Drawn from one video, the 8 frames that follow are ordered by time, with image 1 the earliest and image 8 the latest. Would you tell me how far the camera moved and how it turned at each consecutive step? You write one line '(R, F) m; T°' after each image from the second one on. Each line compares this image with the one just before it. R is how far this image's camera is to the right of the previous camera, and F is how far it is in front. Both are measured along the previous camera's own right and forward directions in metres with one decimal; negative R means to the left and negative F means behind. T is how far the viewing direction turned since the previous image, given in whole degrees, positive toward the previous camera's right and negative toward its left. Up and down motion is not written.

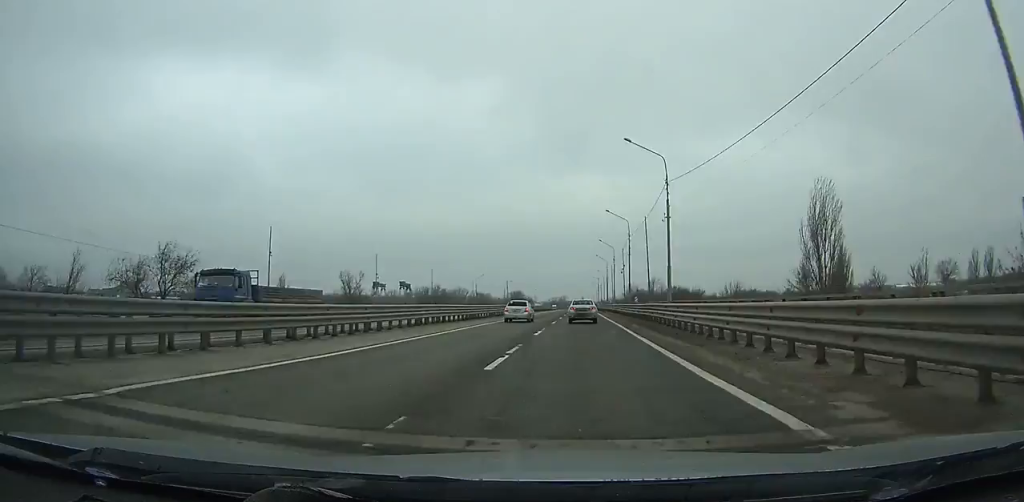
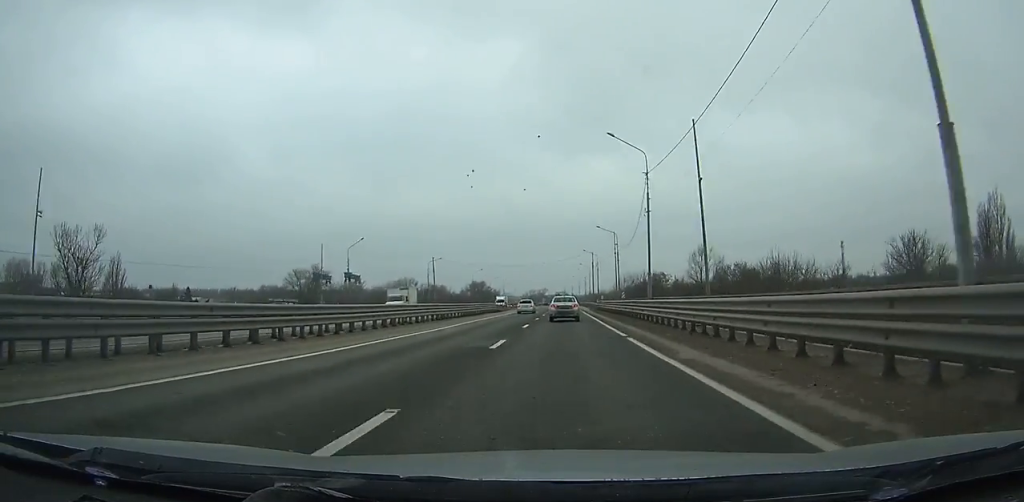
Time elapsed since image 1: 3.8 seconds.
(+1.0, +82.6) m; +1°
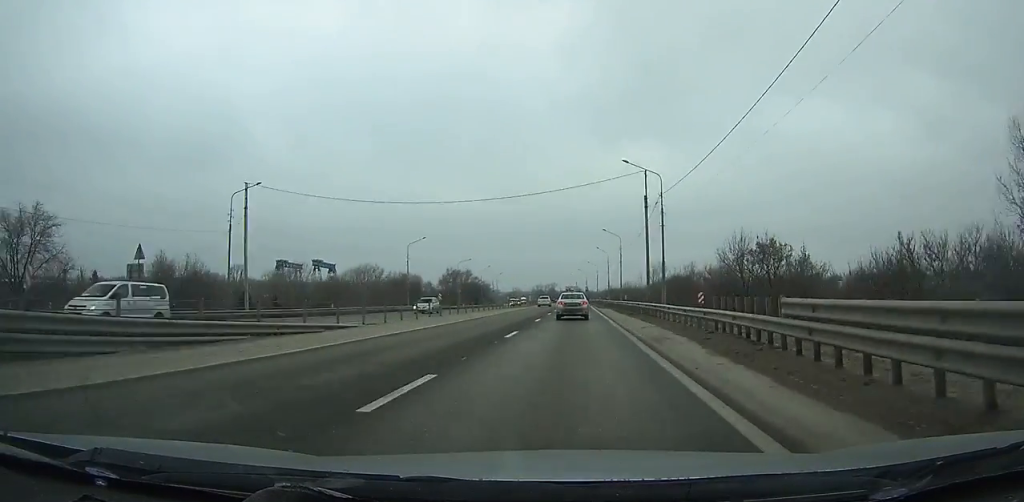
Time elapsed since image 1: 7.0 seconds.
(-0.4, +68.7) m; 0°
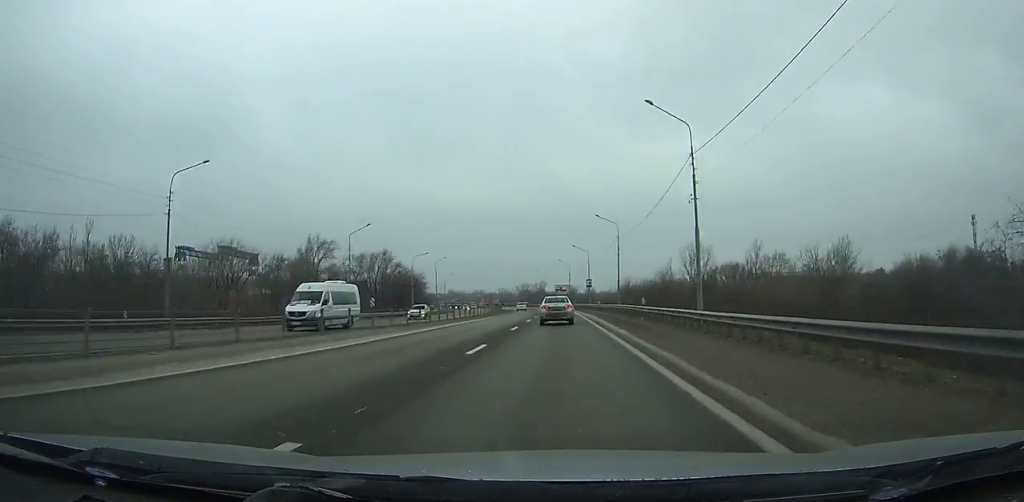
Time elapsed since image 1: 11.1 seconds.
(-0.5, +86.7) m; -1°
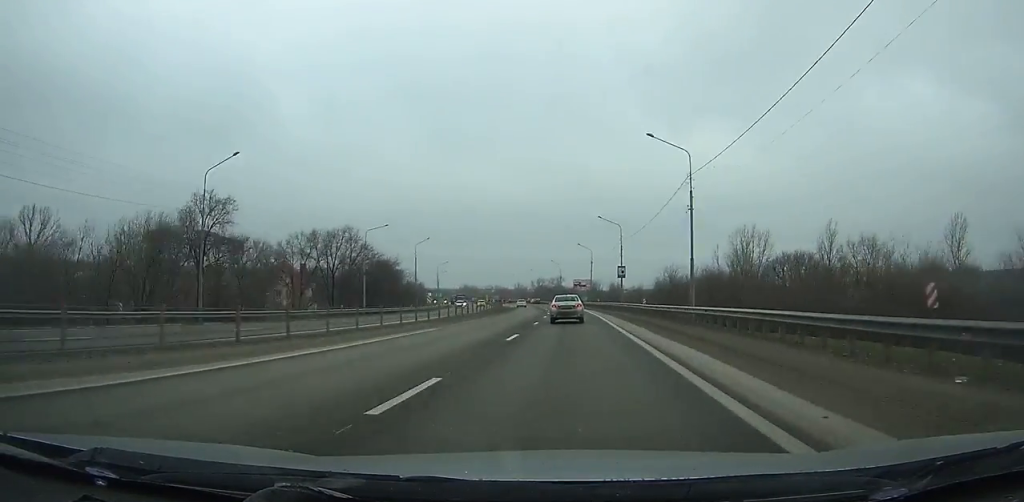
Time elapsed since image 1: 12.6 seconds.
(-0.1, +31.3) m; -1°
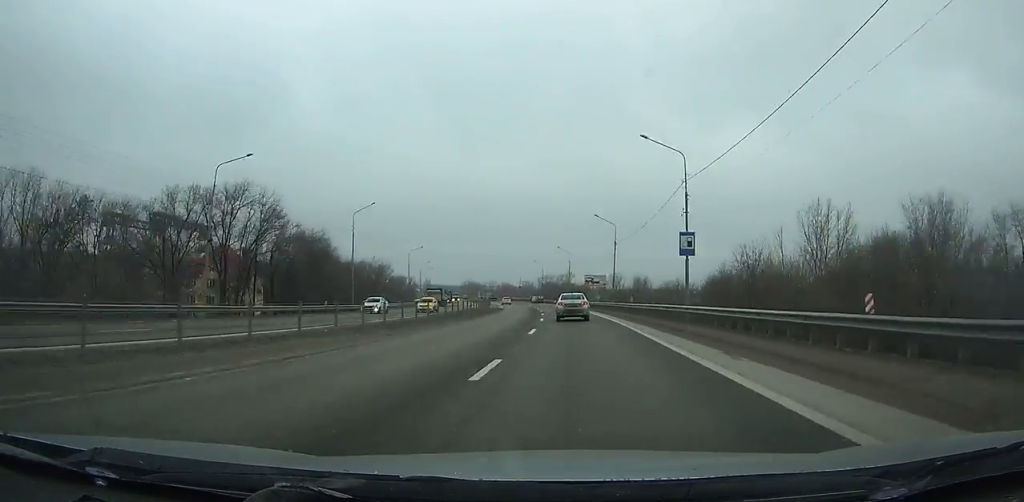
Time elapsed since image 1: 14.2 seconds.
(-0.4, +32.9) m; -2°
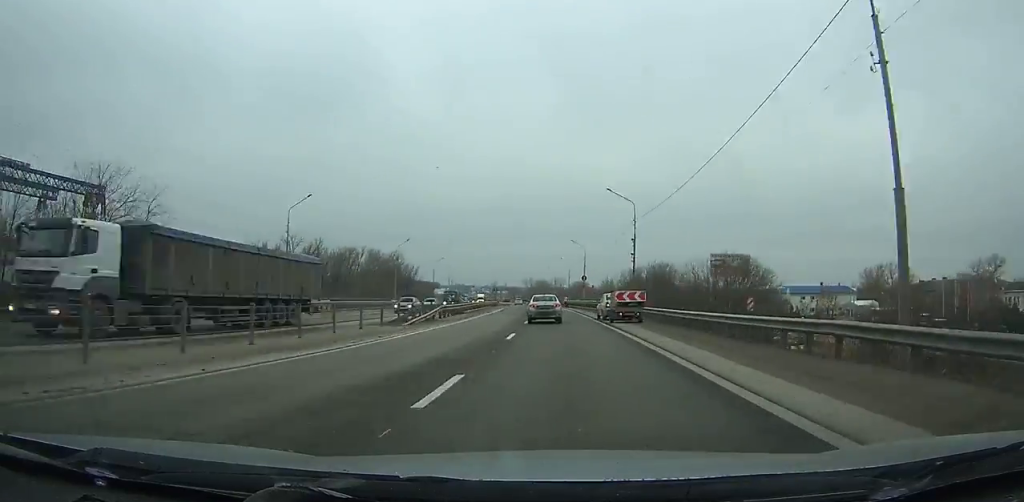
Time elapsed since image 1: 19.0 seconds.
(-5.3, +96.3) m; -7°
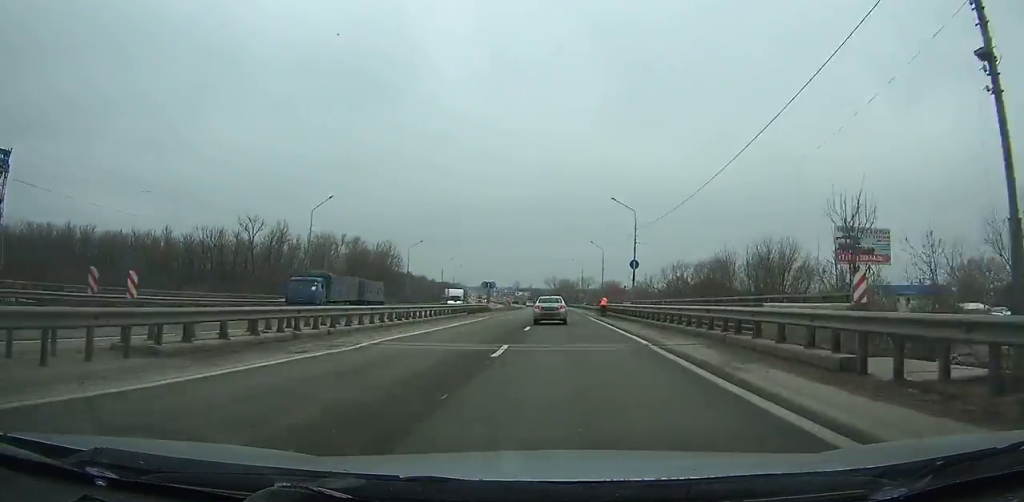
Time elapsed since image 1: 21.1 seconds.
(-1.5, +41.1) m; -2°
